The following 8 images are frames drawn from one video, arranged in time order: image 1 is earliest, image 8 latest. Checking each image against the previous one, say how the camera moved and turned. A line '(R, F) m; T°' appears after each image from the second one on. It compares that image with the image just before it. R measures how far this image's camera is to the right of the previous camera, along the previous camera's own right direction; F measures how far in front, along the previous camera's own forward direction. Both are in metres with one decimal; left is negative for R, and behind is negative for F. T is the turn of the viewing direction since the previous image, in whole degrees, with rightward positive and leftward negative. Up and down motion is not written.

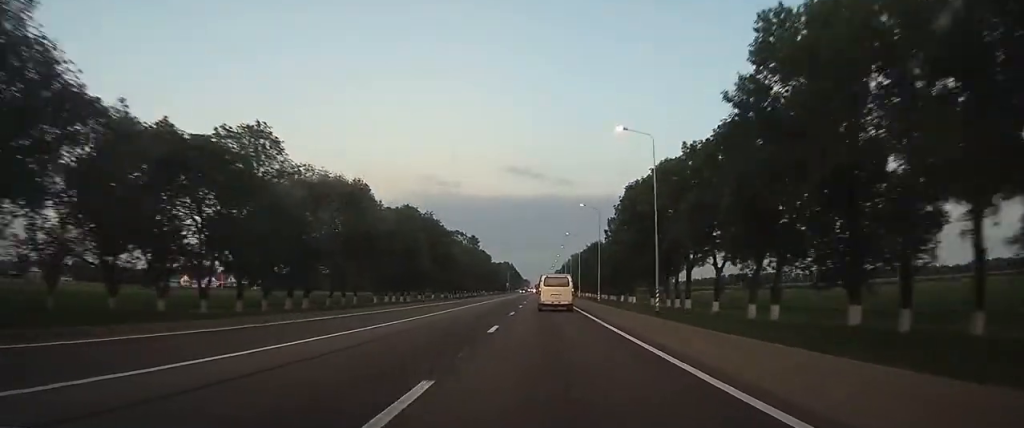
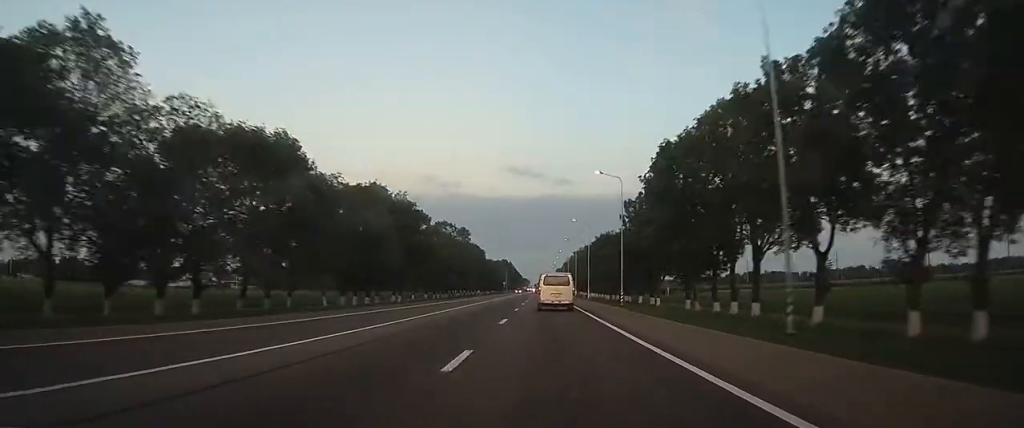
(-0.1, +20.3) m; 0°
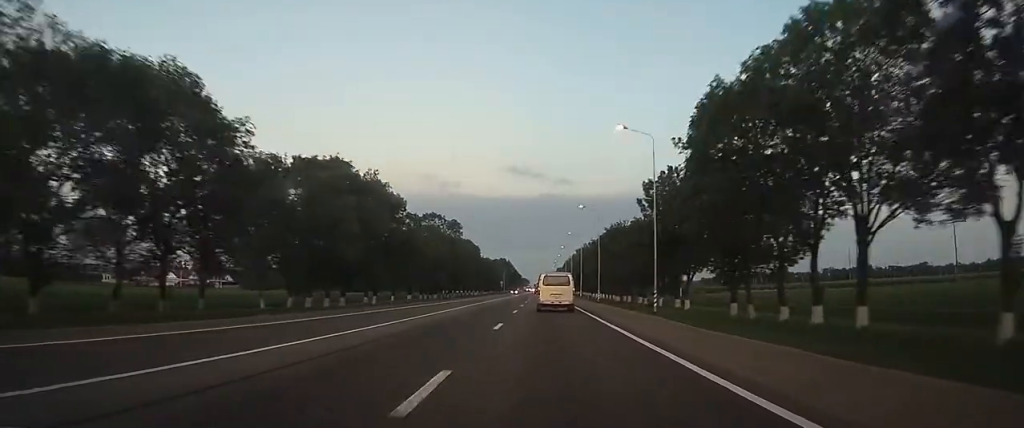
(0.0, +15.2) m; 0°
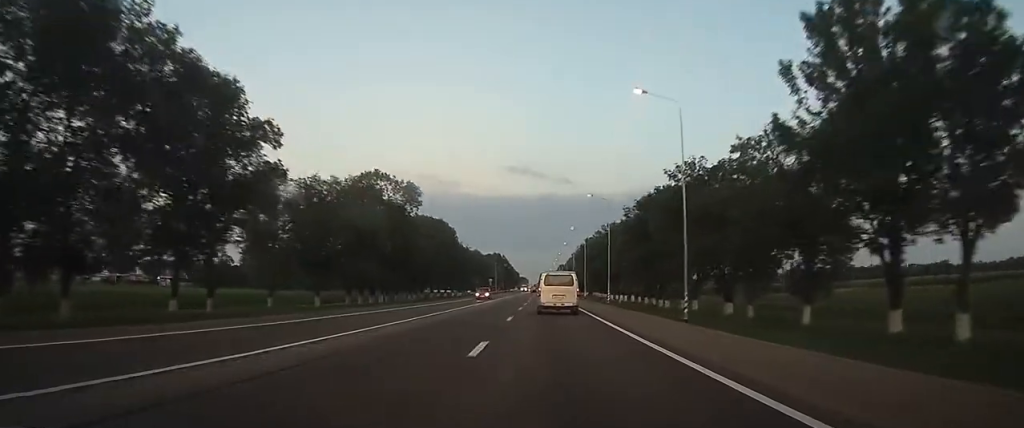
(-0.1, +43.3) m; 0°
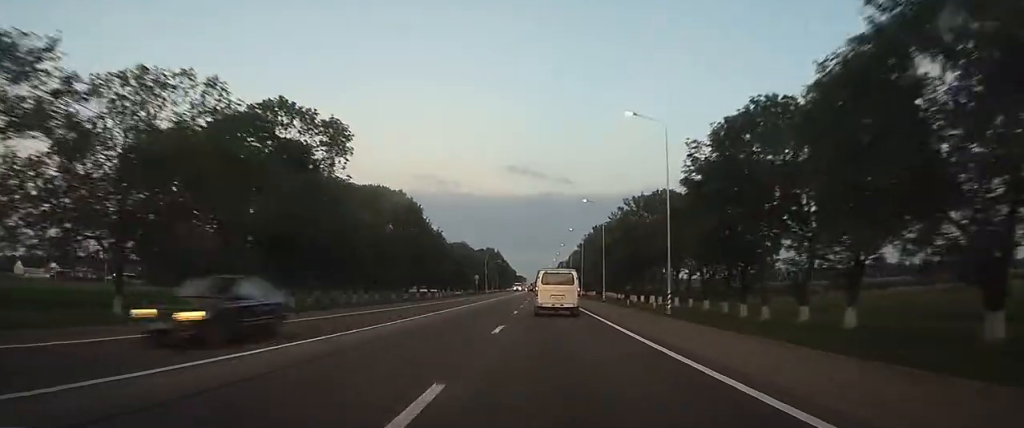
(+0.1, +30.5) m; 0°
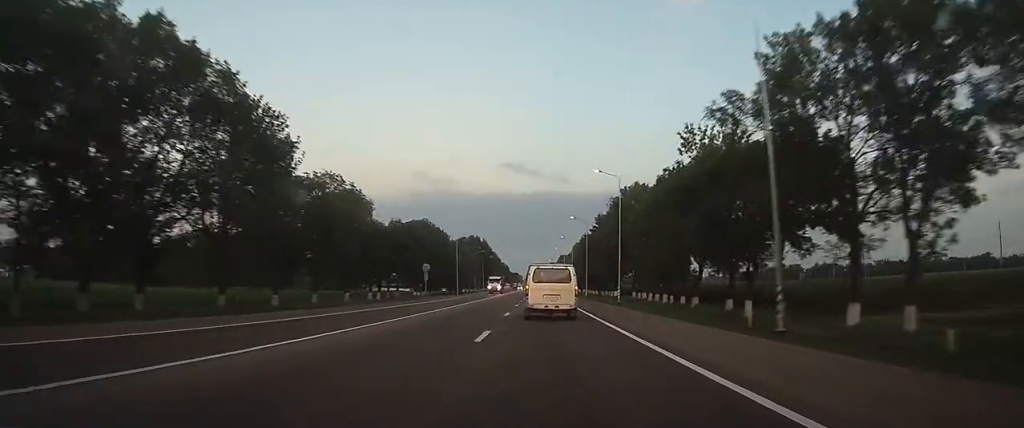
(+0.2, +51.0) m; 0°
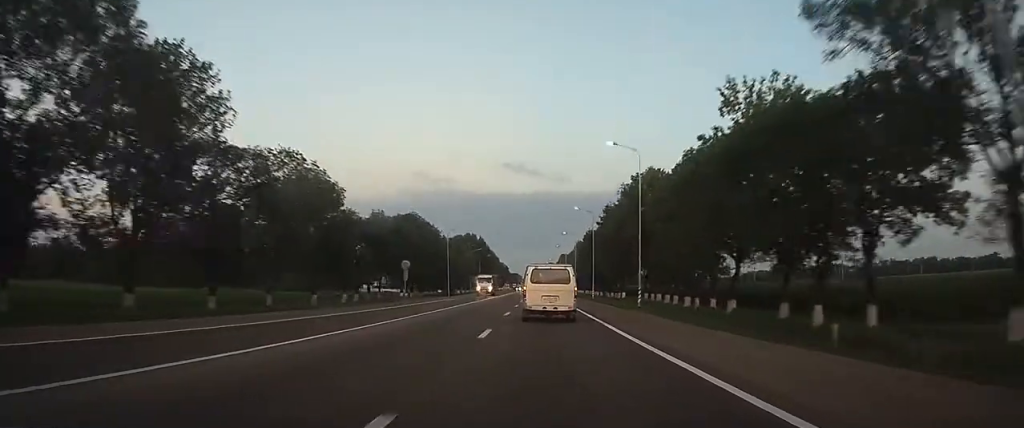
(+0.1, +10.7) m; 0°
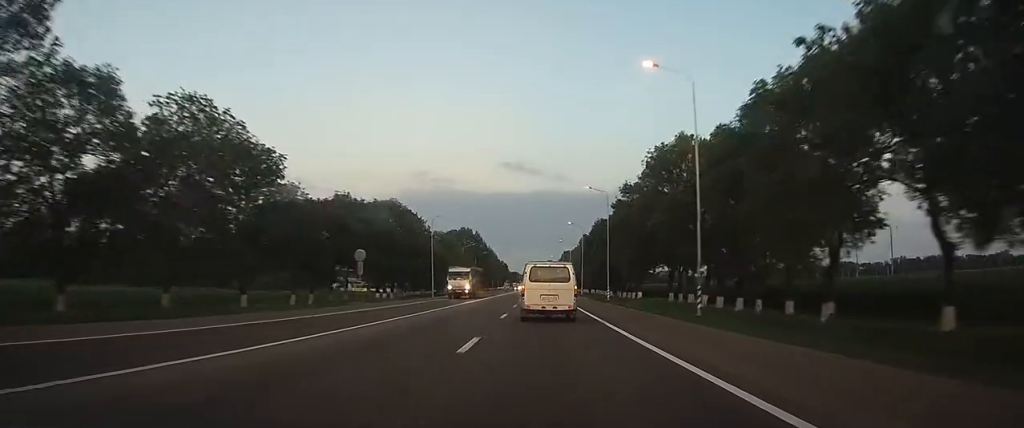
(-0.1, +15.4) m; 0°
